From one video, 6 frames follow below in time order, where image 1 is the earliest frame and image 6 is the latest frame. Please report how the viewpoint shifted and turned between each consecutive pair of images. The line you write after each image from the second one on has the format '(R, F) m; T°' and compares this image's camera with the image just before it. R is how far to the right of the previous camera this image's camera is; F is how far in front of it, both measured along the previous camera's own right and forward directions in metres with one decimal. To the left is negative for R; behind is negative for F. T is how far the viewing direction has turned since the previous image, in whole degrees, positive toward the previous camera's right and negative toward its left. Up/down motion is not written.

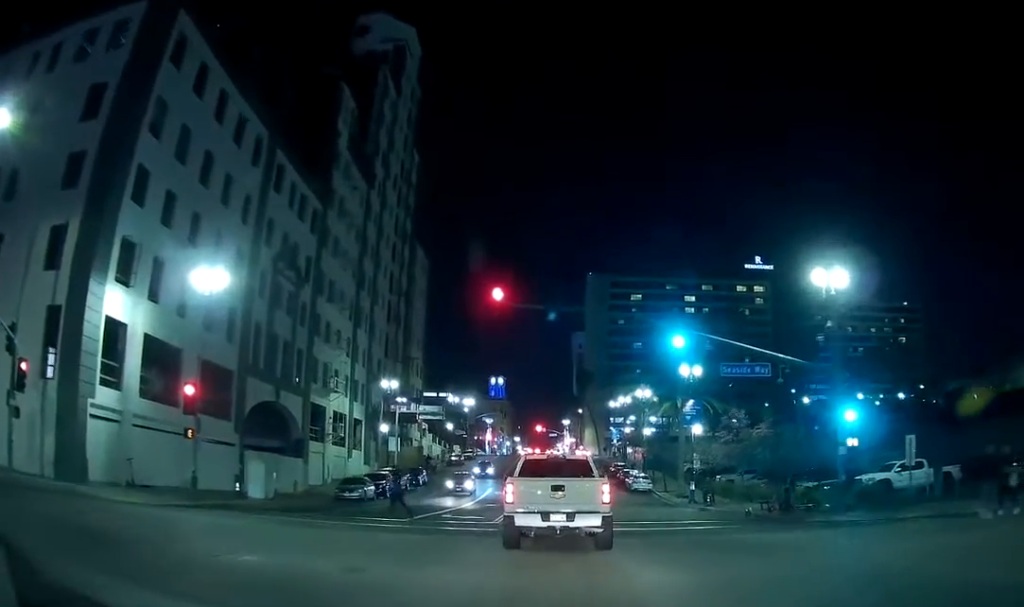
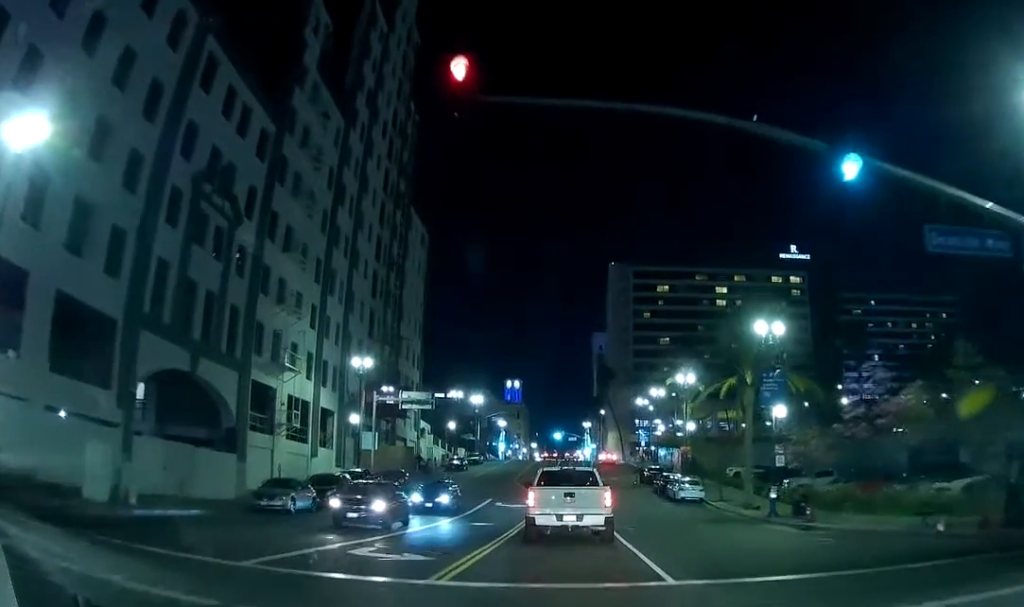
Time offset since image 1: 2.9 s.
(0.0, +14.5) m; 0°
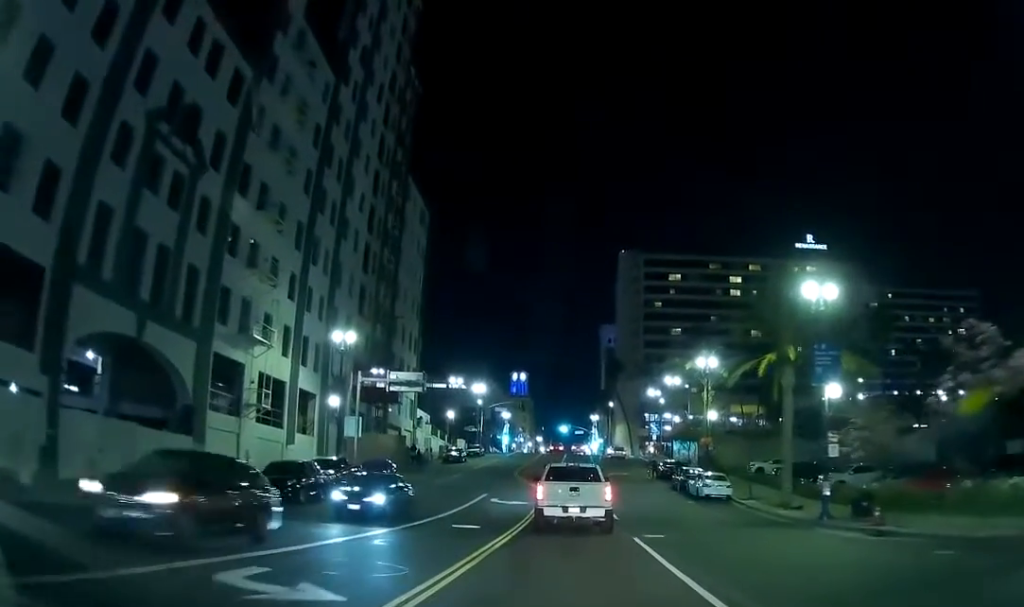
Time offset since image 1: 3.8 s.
(0.0, +5.4) m; -2°
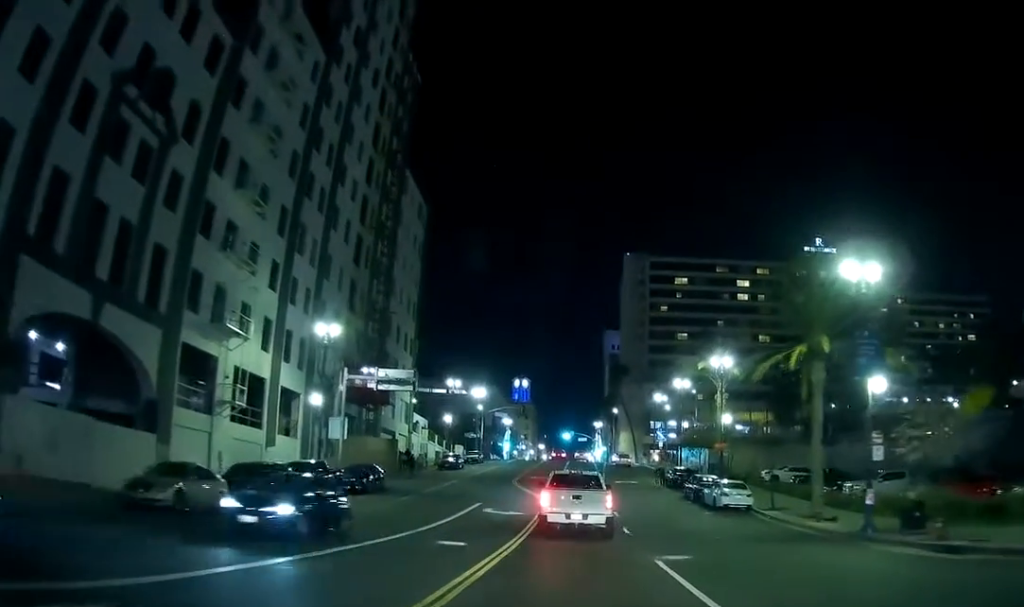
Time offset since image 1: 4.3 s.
(+0.1, +3.7) m; -2°
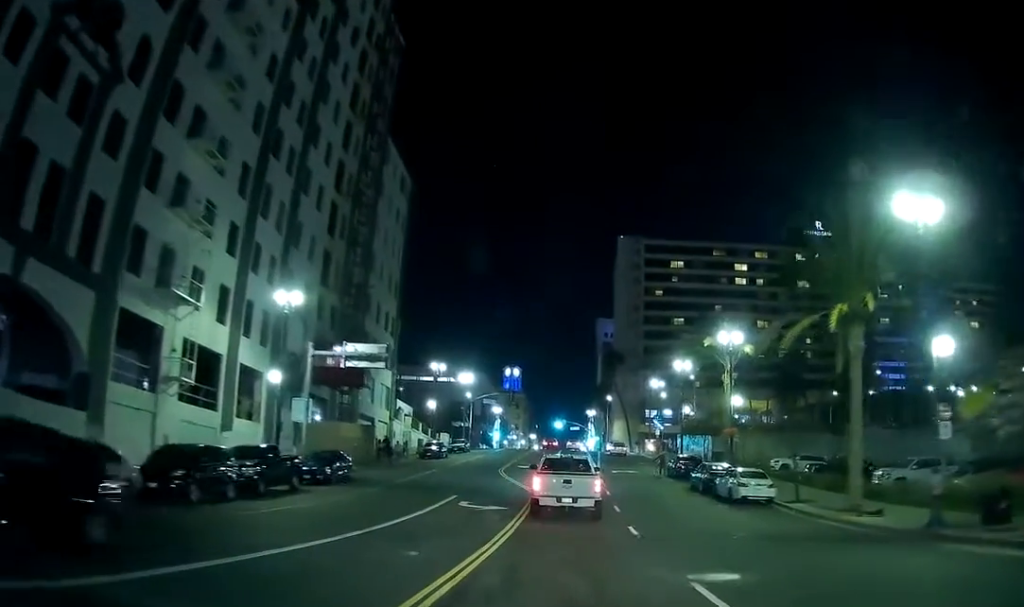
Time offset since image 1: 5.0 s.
(-0.3, +5.4) m; 0°
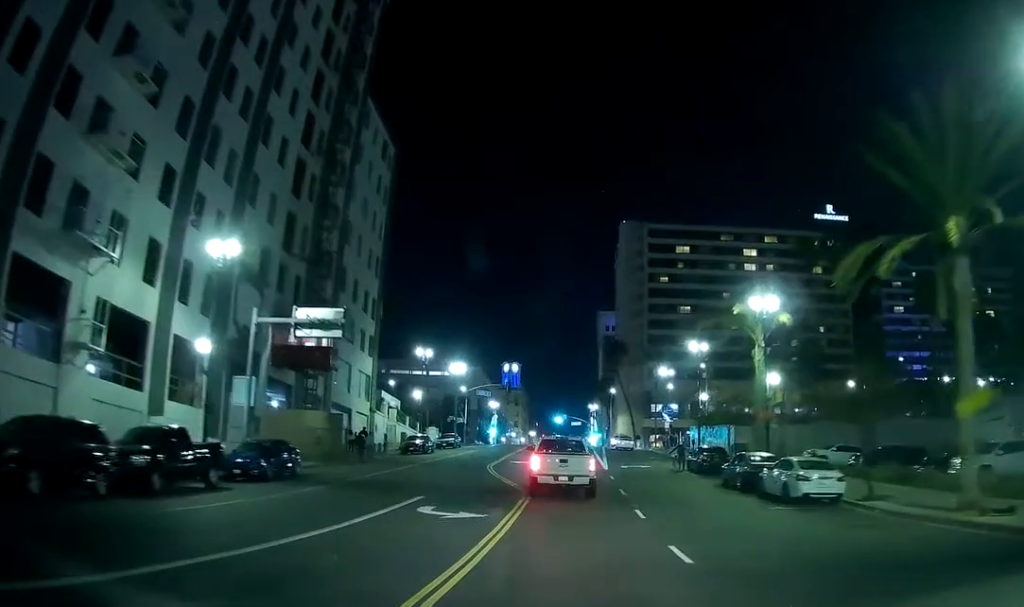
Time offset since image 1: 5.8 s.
(0.0, +7.8) m; +2°
